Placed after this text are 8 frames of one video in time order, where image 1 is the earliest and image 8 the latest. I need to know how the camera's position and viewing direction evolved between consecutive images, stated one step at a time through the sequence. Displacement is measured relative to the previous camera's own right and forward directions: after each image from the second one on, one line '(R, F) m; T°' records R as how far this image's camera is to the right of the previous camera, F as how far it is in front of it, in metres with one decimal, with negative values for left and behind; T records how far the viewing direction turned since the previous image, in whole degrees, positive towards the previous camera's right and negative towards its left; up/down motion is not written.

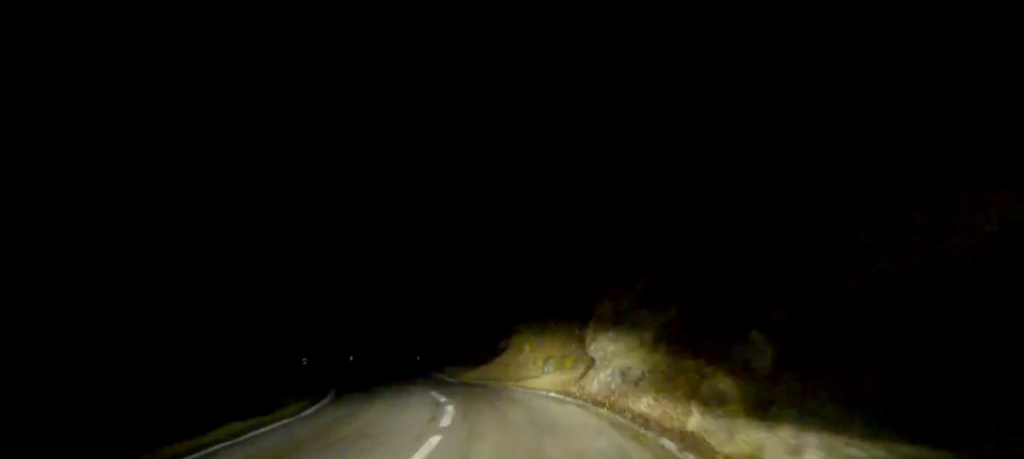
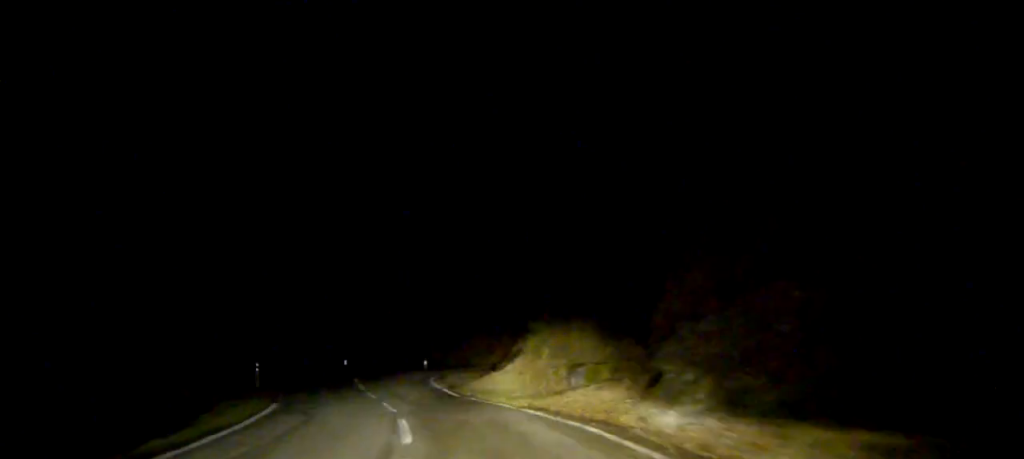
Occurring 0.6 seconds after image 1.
(+0.9, +8.0) m; +5°
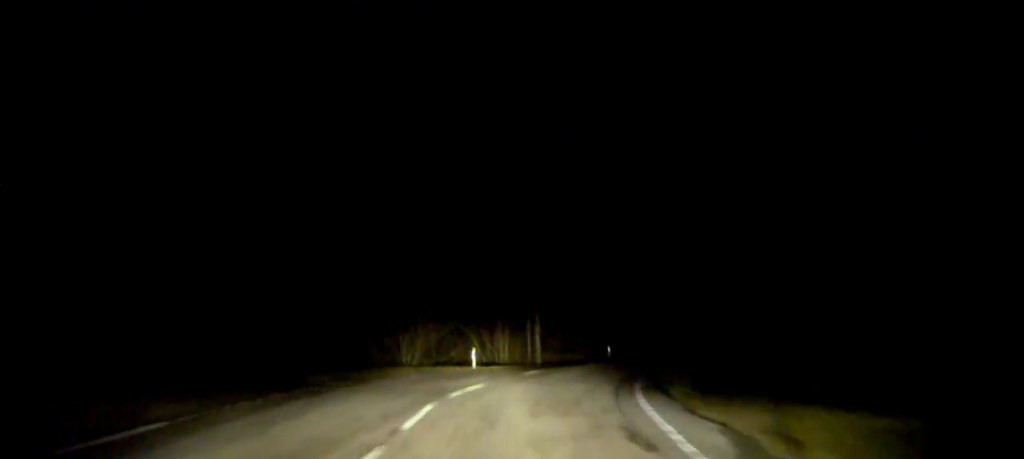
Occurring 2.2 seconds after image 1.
(-0.2, +23.7) m; 0°
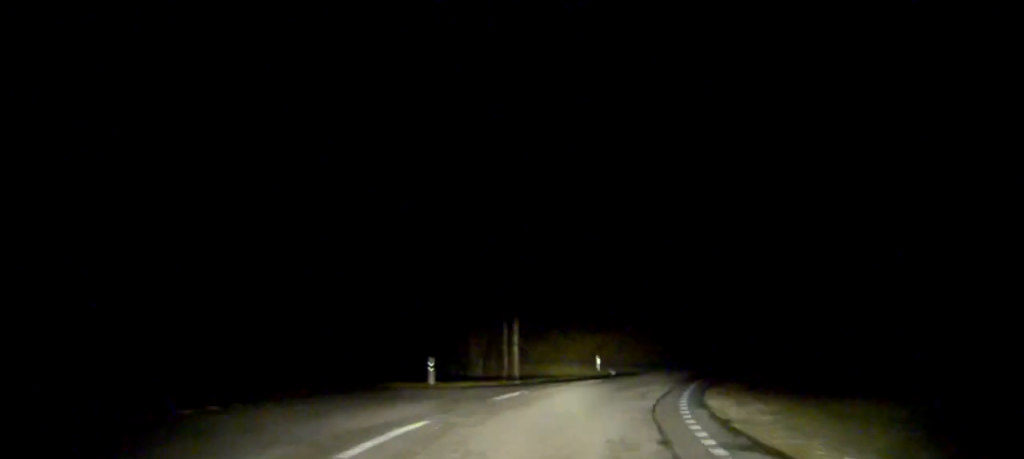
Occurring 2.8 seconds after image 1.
(-0.2, +7.7) m; +2°
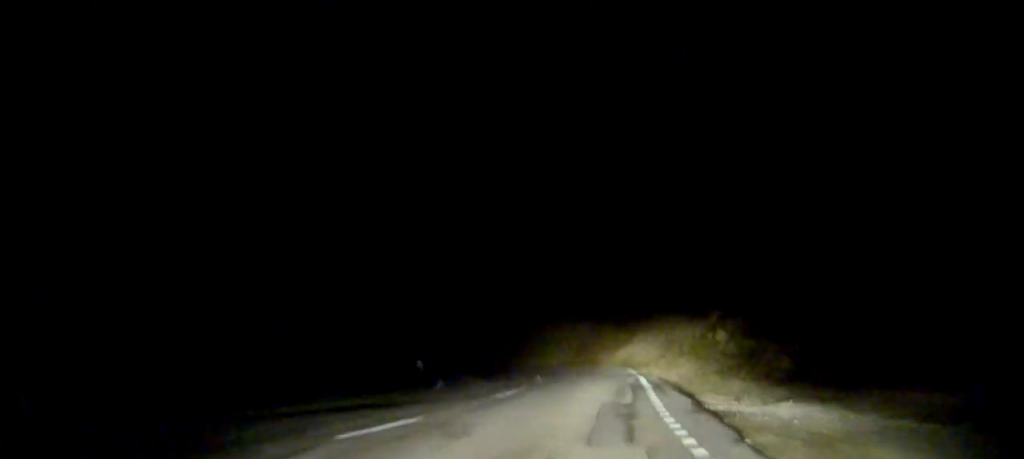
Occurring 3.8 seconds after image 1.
(+1.2, +15.2) m; +9°
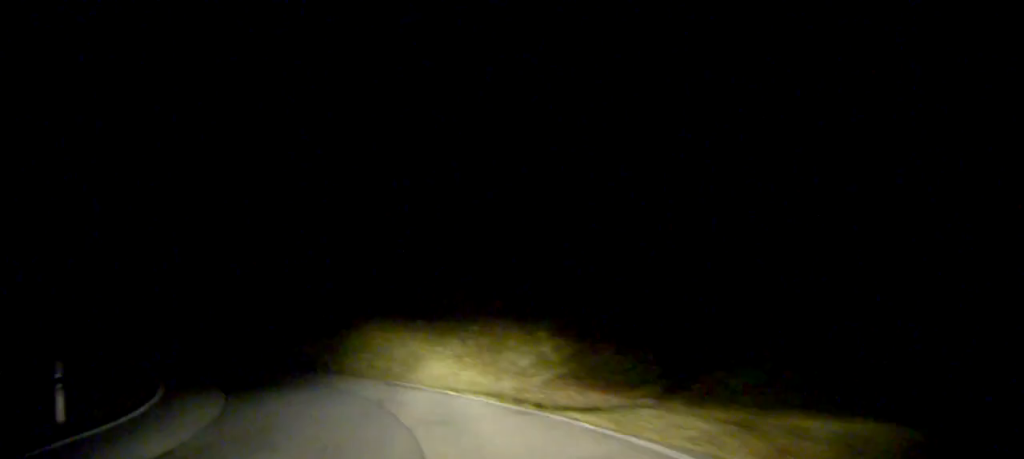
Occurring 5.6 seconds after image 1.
(+1.1, +26.0) m; -12°
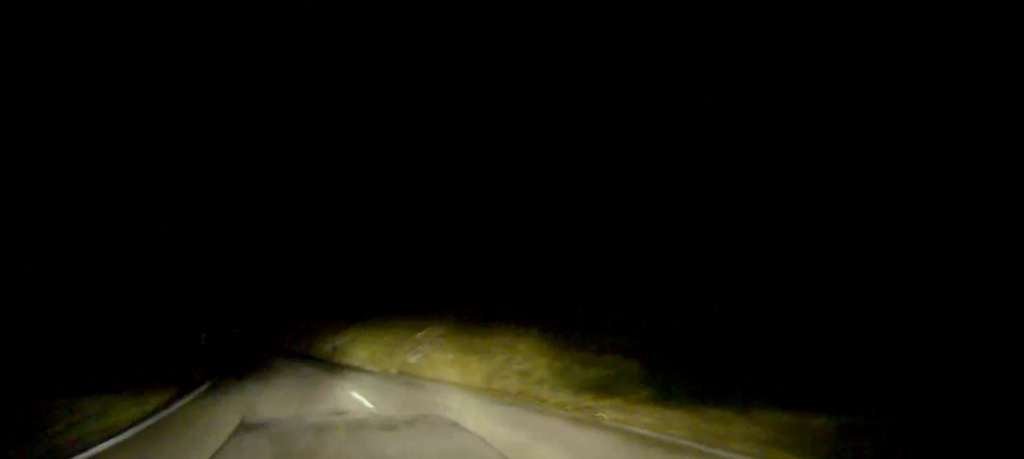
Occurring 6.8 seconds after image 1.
(-3.6, +15.6) m; -18°
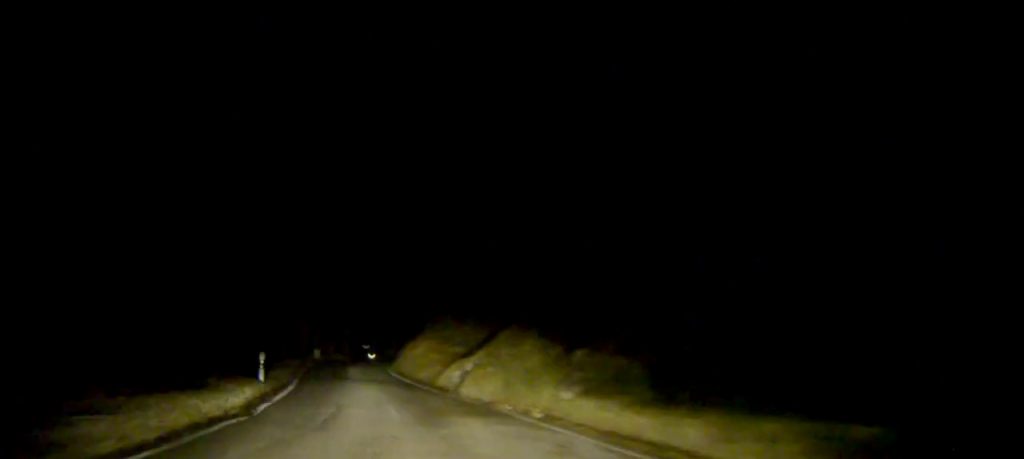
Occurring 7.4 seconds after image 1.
(-0.6, +8.6) m; -2°
